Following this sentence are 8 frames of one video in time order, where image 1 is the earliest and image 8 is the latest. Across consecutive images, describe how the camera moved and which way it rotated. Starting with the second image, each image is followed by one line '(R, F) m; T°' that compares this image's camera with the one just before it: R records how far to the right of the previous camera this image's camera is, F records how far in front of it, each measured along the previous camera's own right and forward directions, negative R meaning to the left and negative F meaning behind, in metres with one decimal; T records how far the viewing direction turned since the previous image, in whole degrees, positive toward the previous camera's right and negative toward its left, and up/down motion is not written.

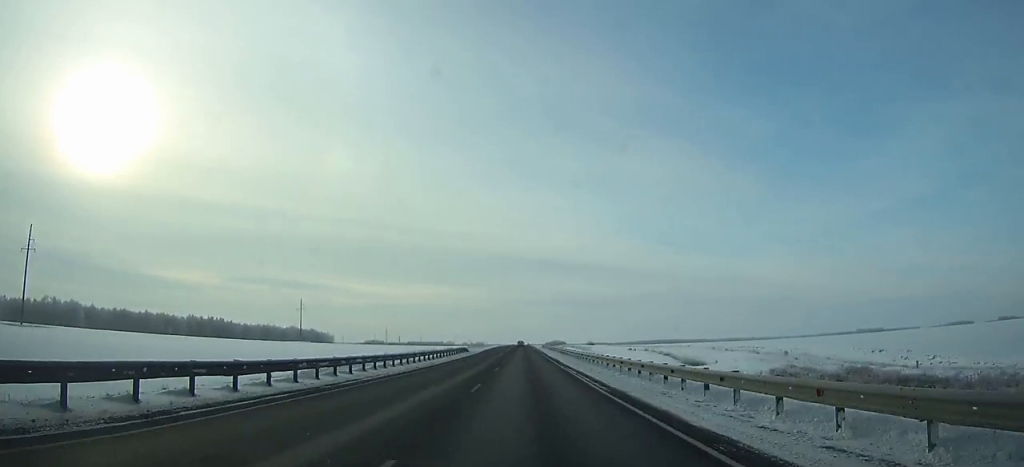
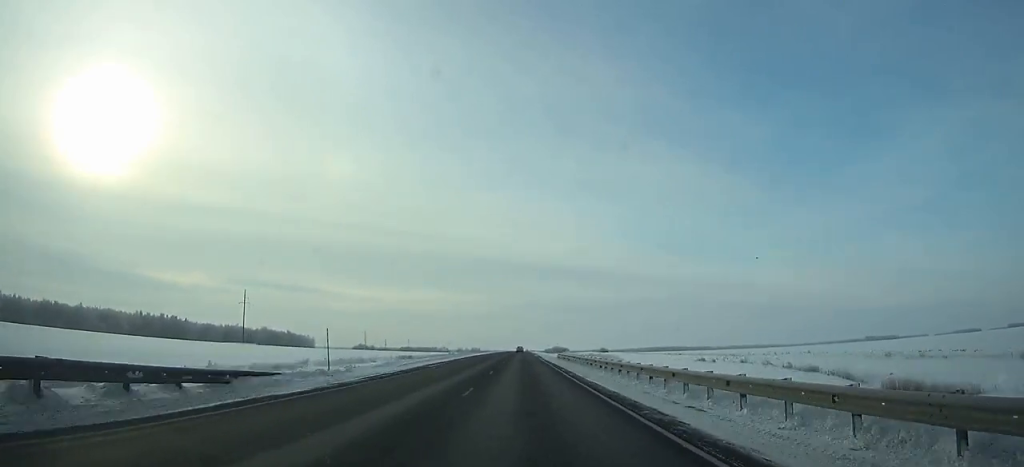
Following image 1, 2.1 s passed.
(-0.1, +60.5) m; 0°
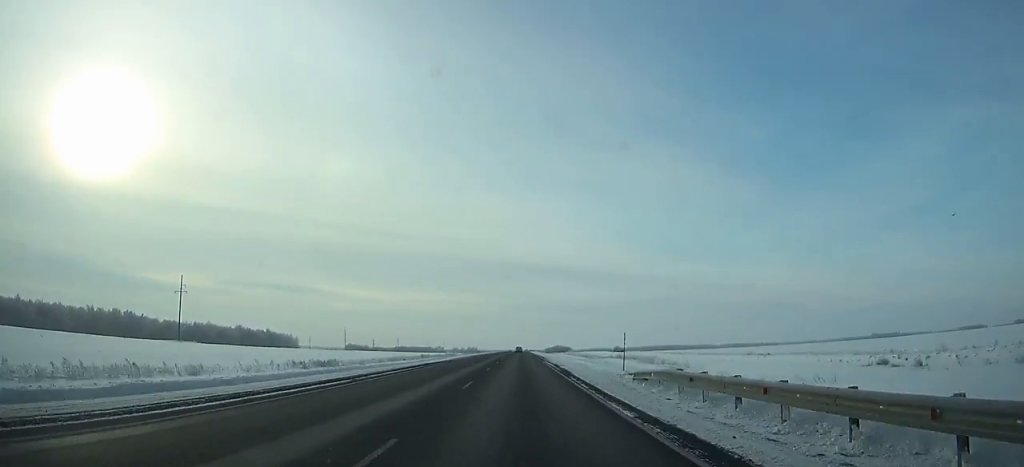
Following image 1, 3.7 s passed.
(0.0, +46.2) m; 0°
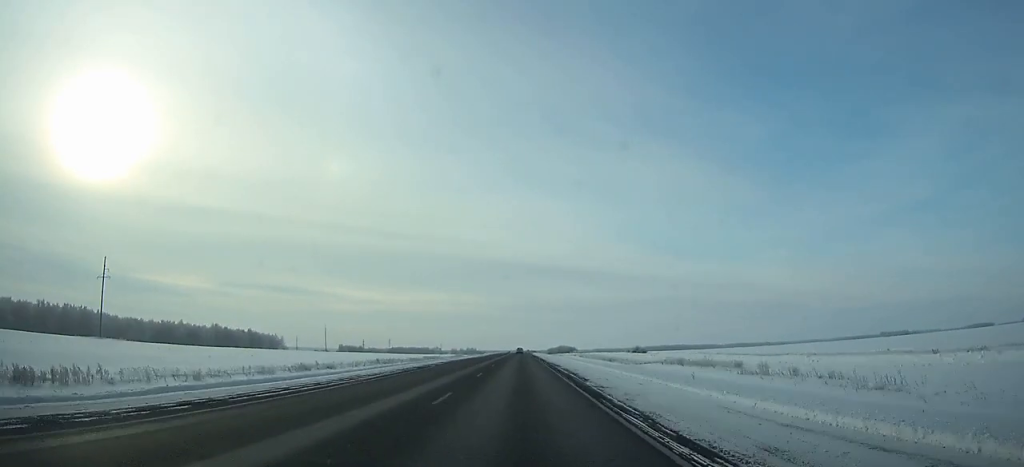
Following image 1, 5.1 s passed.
(-0.2, +40.6) m; 0°
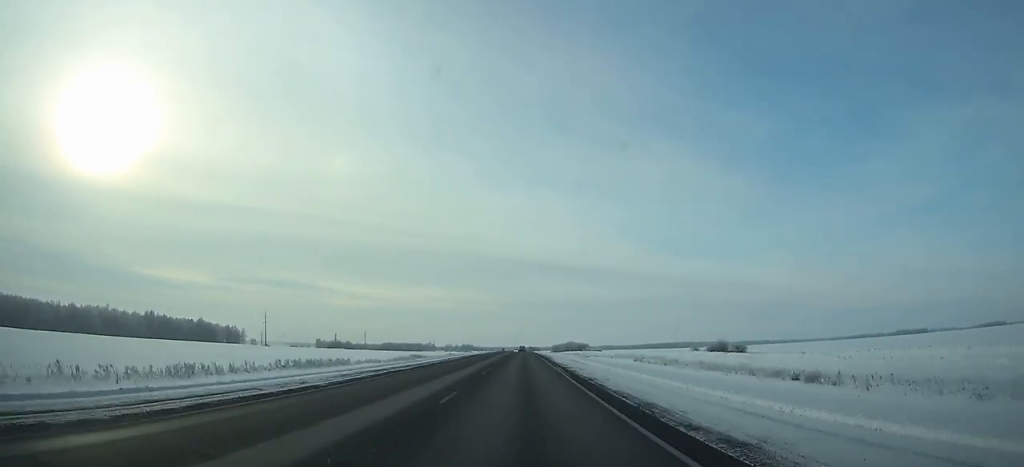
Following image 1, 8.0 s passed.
(-0.1, +84.4) m; 0°
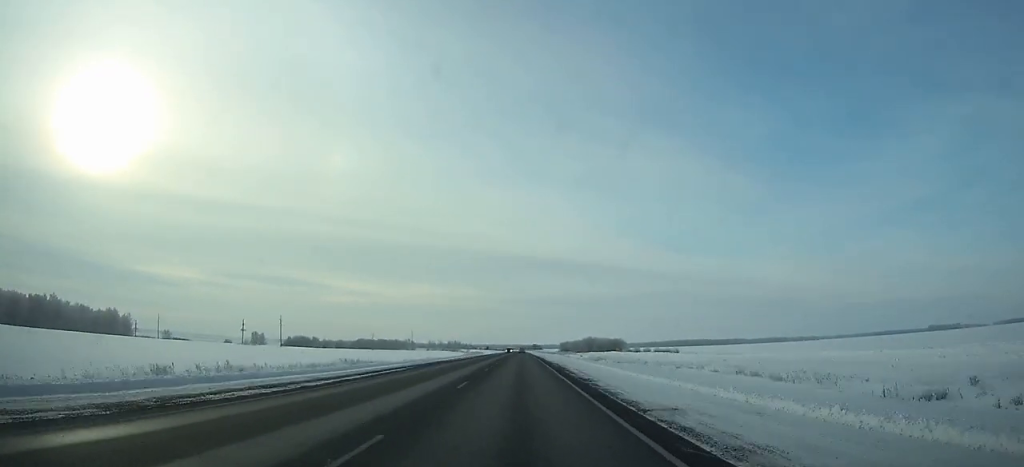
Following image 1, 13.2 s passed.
(+0.4, +152.6) m; 0°
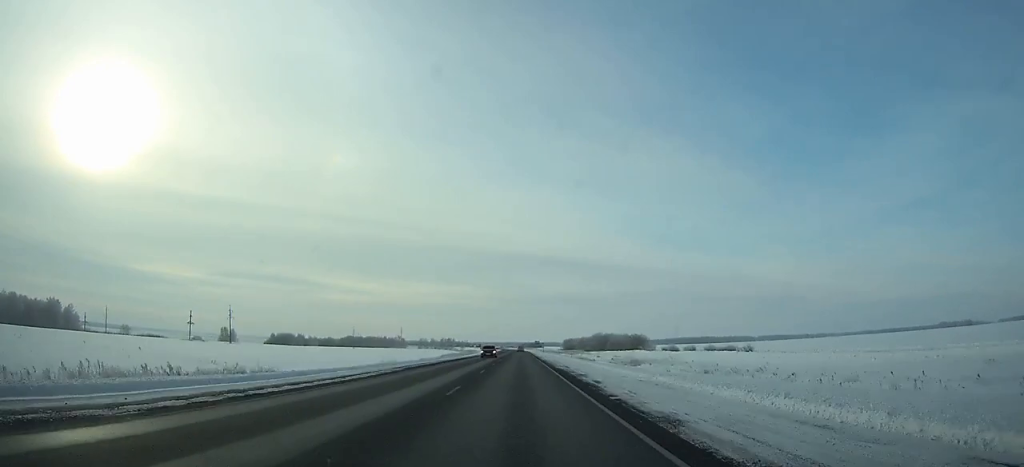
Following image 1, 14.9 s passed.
(+0.1, +50.1) m; 0°
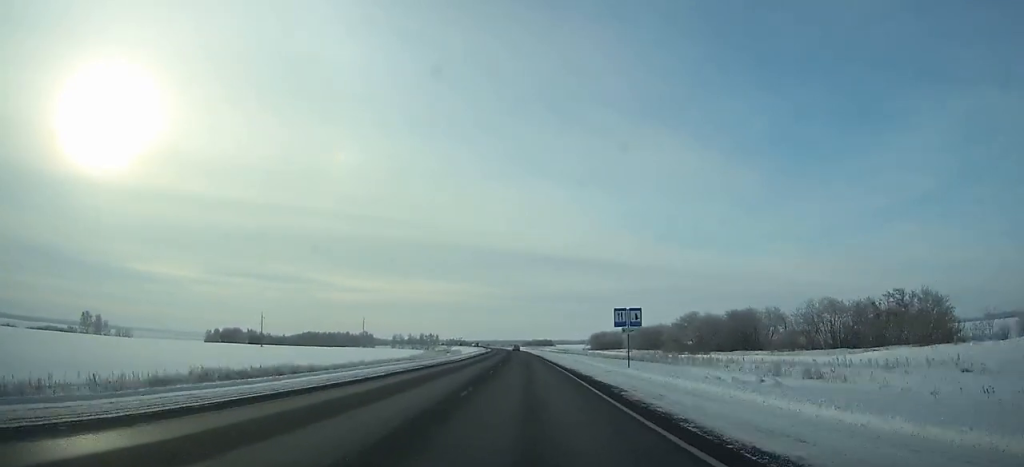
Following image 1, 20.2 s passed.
(-0.5, +155.4) m; -1°
